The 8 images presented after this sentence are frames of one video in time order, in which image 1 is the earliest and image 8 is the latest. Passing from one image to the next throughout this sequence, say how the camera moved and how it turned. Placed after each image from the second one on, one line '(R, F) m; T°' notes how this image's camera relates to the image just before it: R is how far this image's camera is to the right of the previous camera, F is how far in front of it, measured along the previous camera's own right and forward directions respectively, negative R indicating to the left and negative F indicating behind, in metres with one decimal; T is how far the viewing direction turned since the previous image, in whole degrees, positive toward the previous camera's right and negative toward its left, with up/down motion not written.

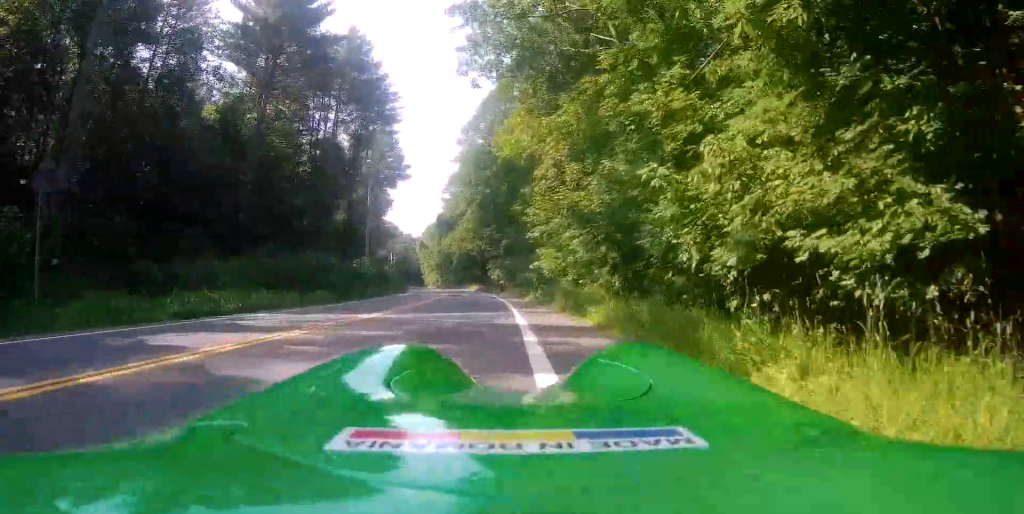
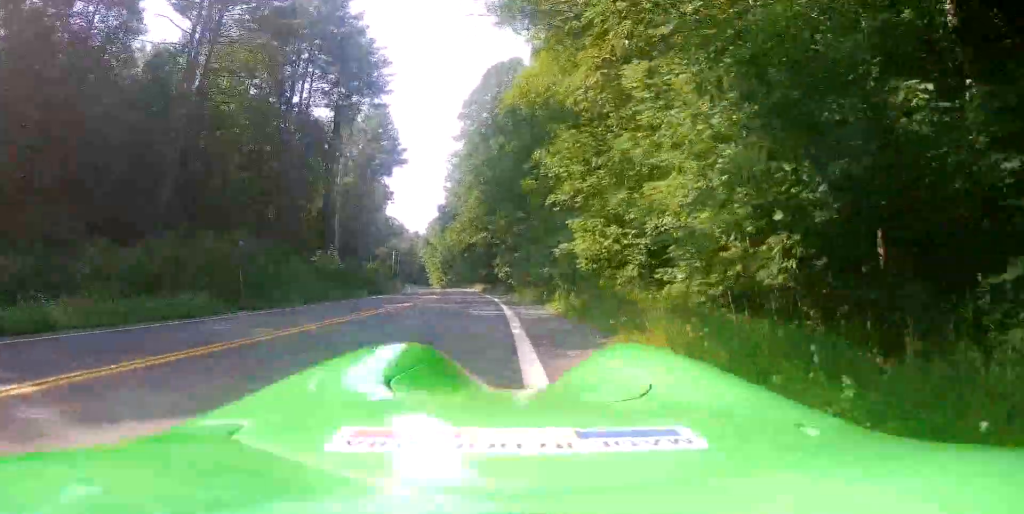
(0.0, +11.9) m; +1°
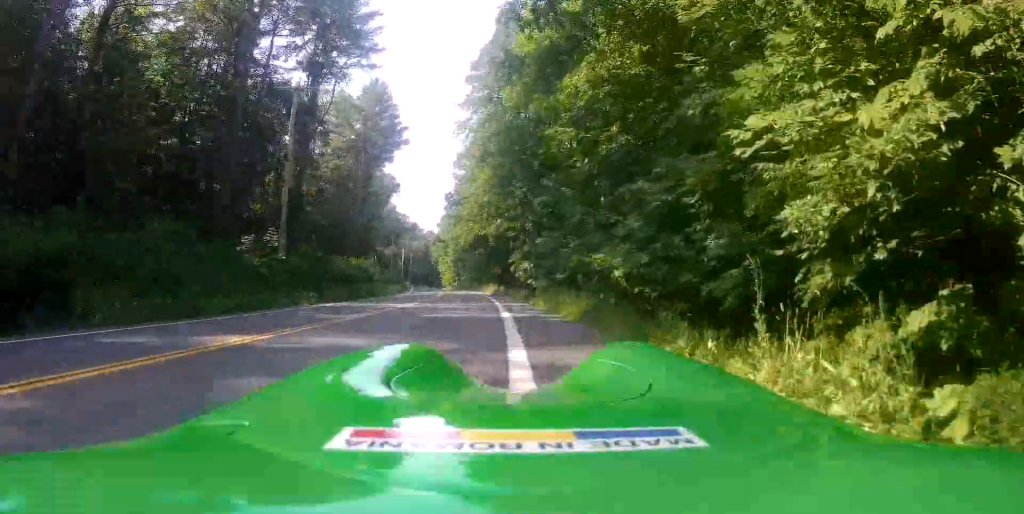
(+0.2, +13.2) m; -1°
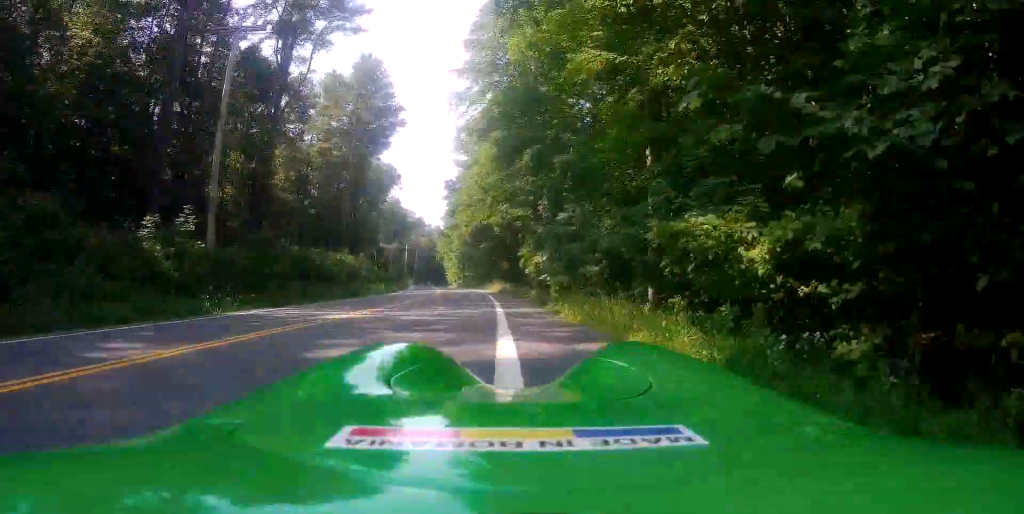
(-0.3, +8.6) m; -2°
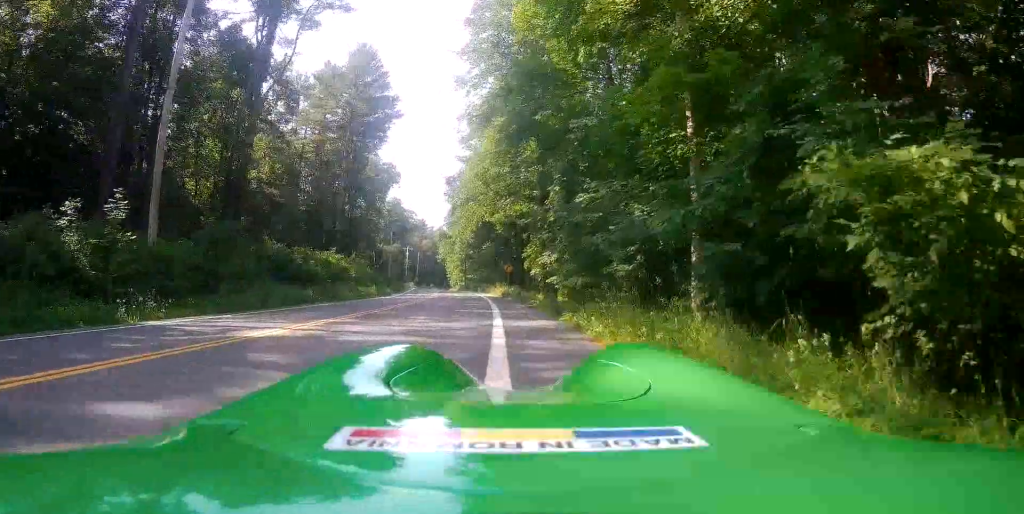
(-0.1, +4.7) m; -1°
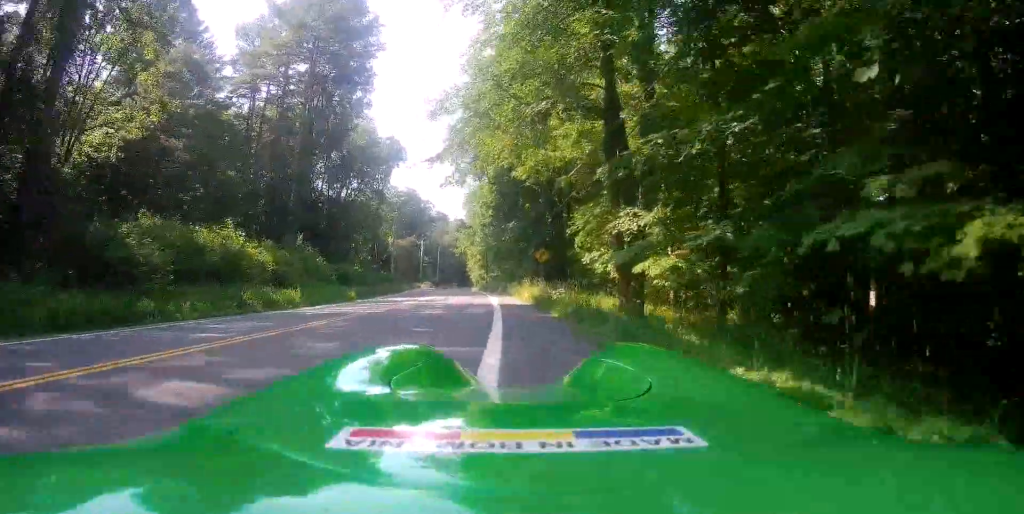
(+0.1, +20.1) m; +1°
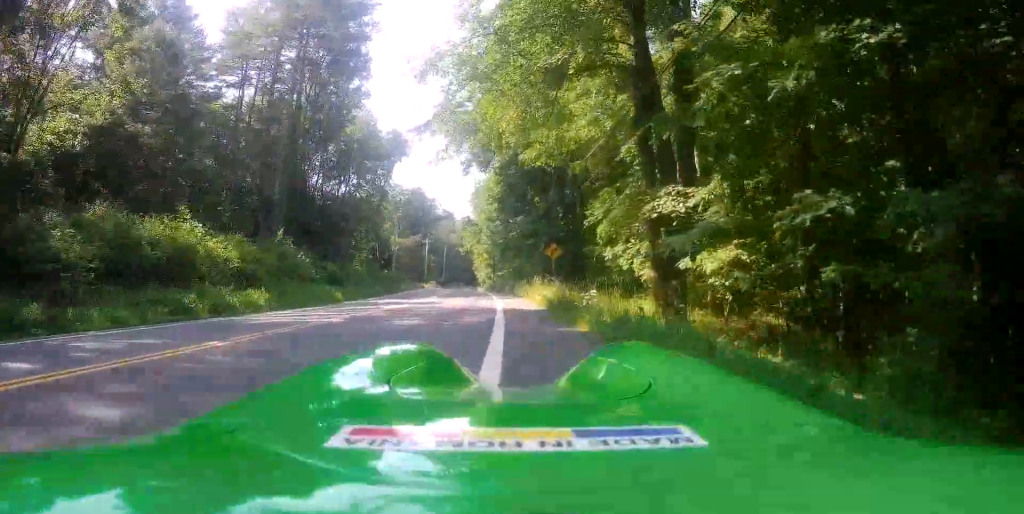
(0.0, +4.3) m; +1°
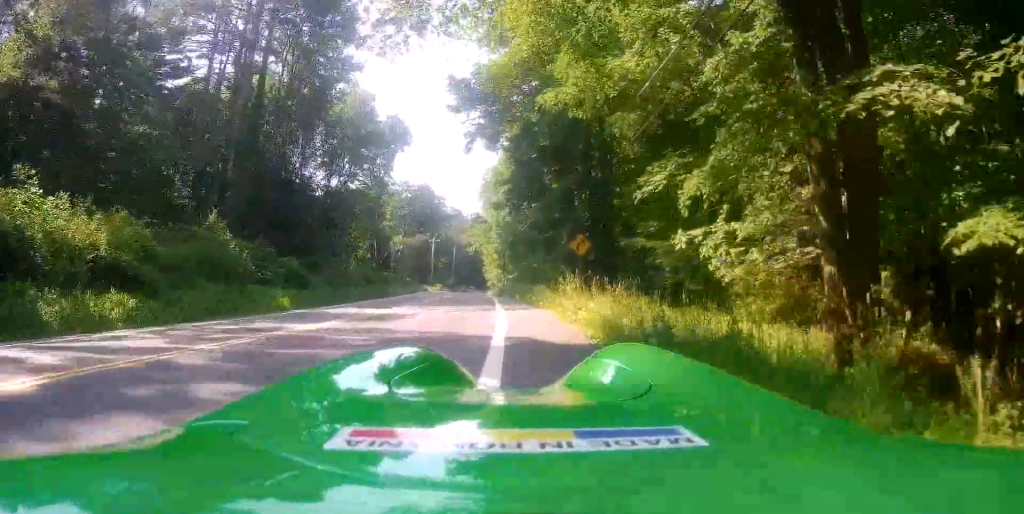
(+0.2, +8.2) m; +1°
